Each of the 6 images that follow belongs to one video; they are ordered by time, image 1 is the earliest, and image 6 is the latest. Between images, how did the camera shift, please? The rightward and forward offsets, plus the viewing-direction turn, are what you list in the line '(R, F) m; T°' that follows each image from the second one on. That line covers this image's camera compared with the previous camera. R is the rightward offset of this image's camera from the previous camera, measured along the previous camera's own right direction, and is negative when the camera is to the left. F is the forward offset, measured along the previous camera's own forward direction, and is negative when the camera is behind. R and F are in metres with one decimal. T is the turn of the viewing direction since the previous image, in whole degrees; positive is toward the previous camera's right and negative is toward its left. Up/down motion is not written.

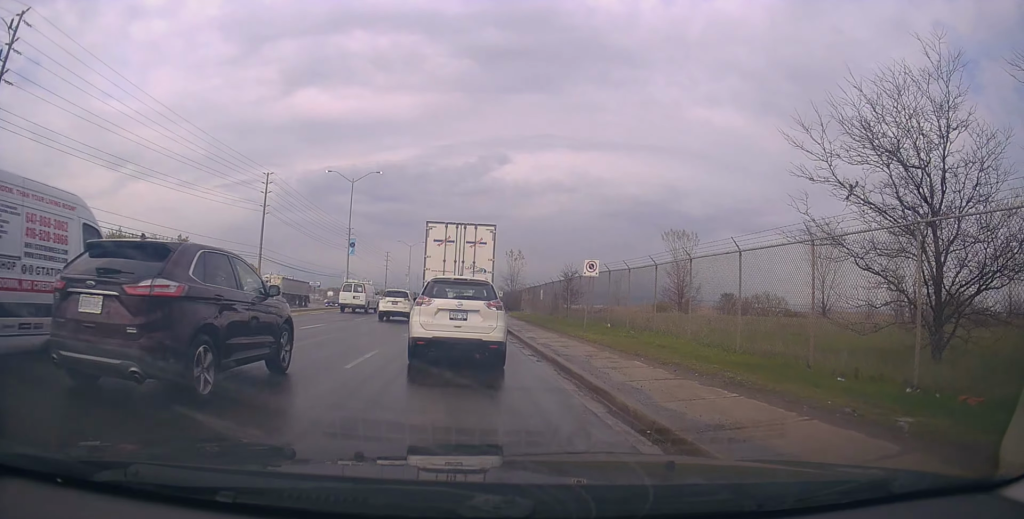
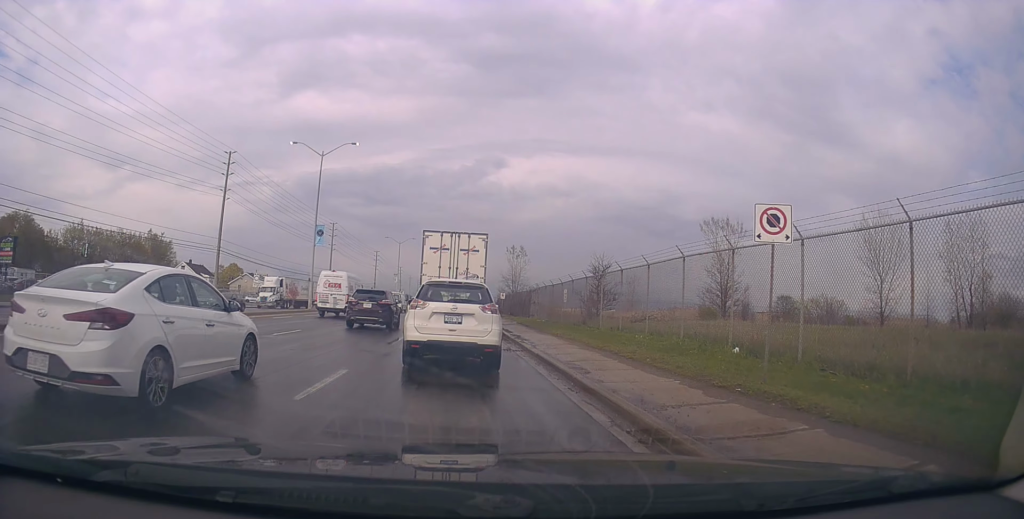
(+0.7, +12.1) m; +1°
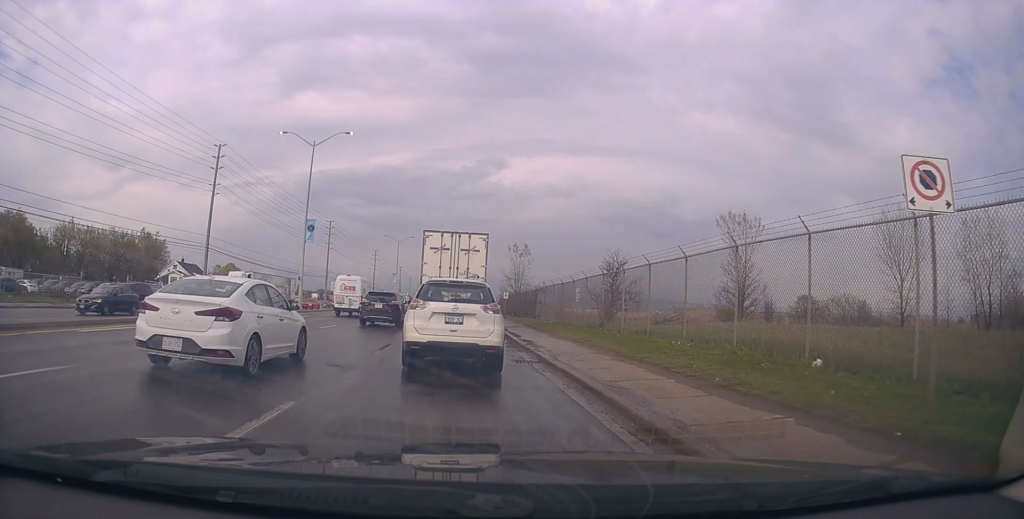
(0.0, +3.2) m; -1°
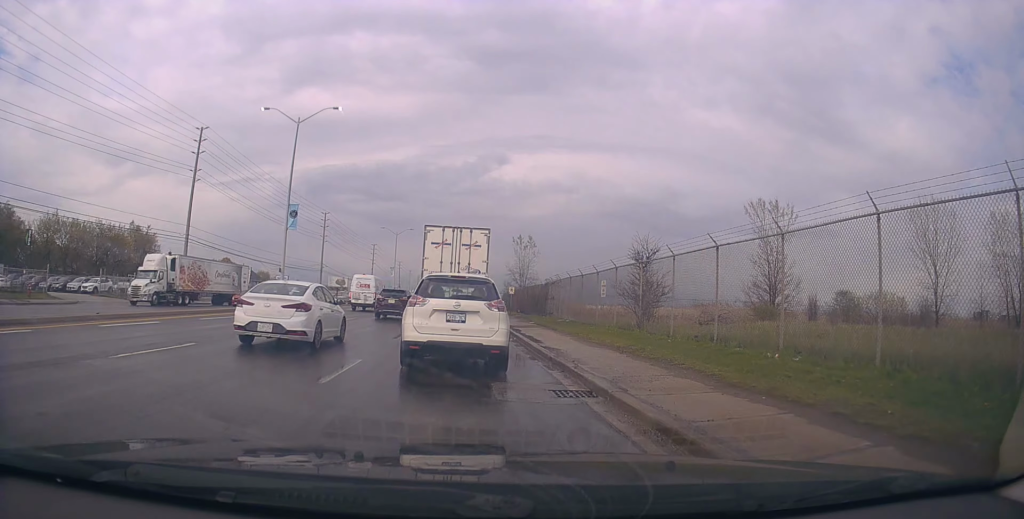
(0.0, +4.8) m; +2°
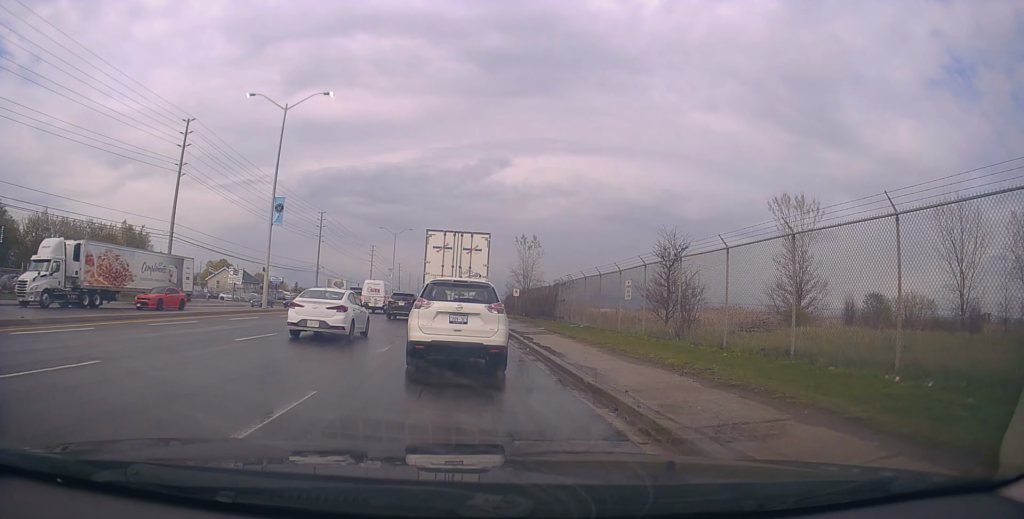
(0.0, +3.7) m; +1°
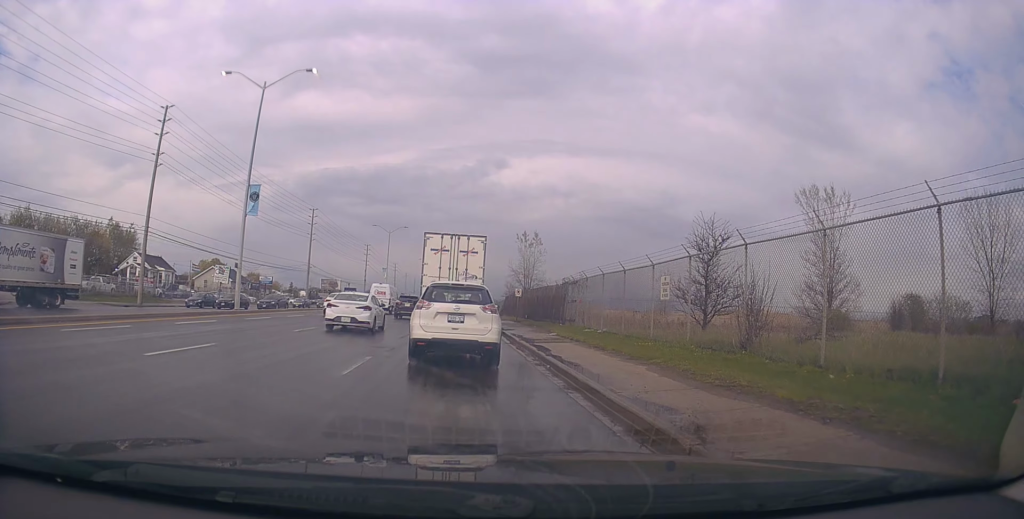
(+0.1, +4.3) m; -2°
